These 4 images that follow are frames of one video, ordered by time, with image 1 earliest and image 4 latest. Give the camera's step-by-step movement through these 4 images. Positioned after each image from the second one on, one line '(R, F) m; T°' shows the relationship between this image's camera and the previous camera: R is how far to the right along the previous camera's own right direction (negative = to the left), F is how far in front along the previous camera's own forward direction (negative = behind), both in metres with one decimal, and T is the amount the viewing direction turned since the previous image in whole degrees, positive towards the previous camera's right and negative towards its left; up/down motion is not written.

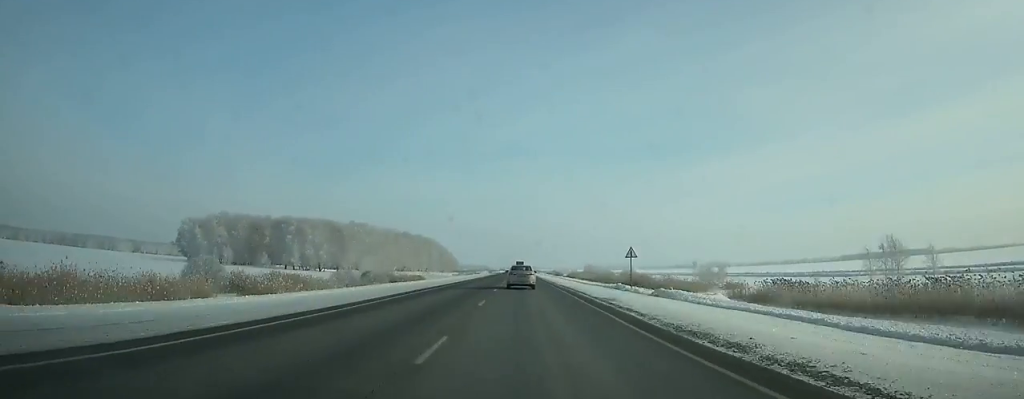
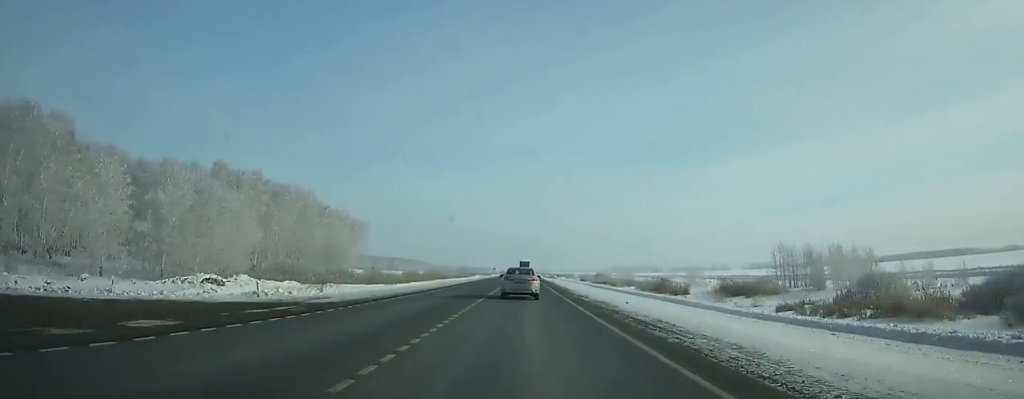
(-1.2, +227.6) m; 0°
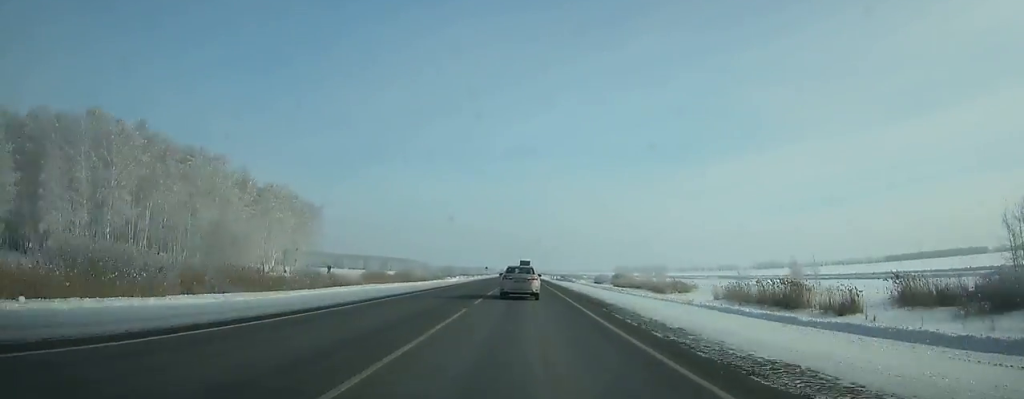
(0.0, +43.5) m; 0°
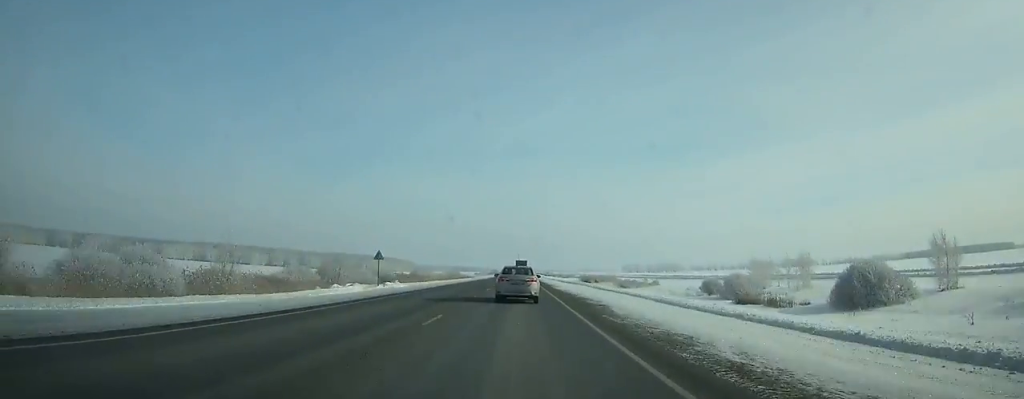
(-0.1, +120.7) m; 0°
